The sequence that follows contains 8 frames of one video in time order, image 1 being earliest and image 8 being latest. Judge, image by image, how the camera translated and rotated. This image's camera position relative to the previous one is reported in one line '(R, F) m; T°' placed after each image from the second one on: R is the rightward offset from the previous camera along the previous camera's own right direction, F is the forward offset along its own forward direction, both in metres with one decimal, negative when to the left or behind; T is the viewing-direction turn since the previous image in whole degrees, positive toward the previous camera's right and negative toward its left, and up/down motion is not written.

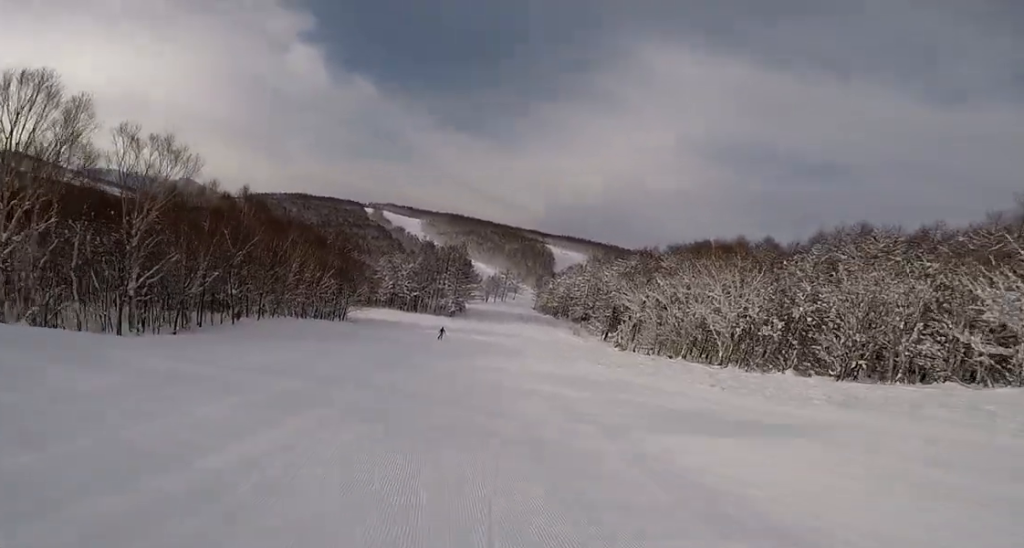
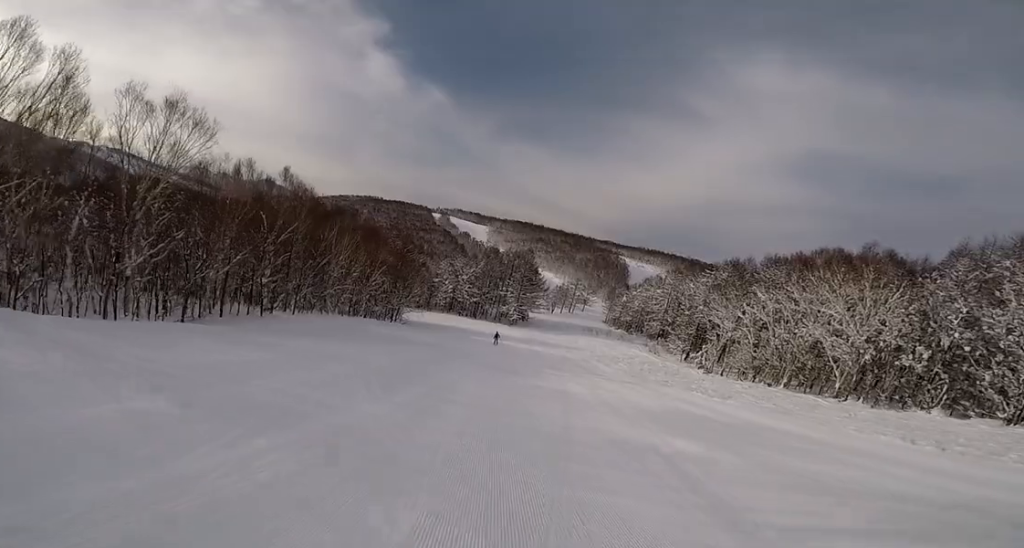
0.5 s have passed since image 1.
(0.0, +6.2) m; -3°
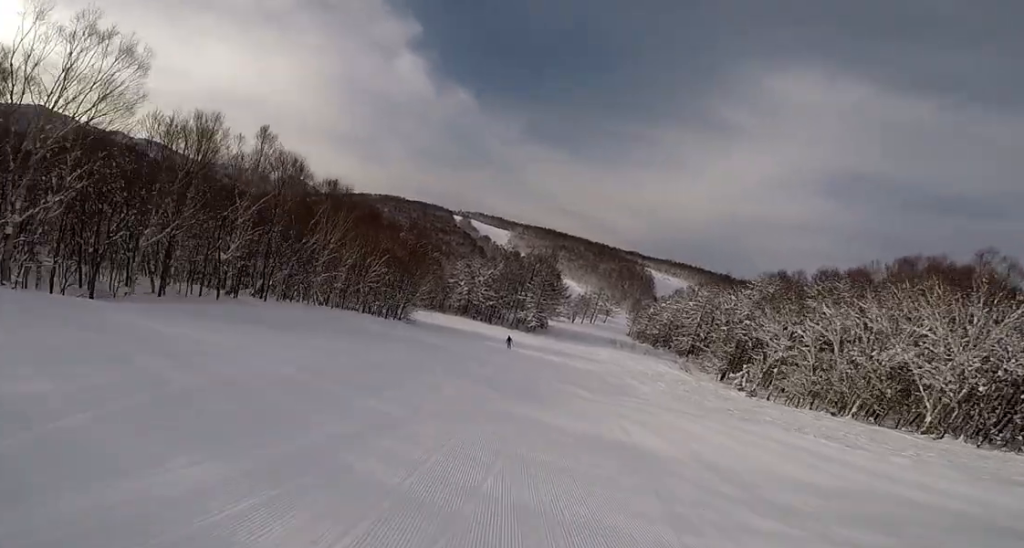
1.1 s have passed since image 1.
(-0.6, +7.5) m; -1°
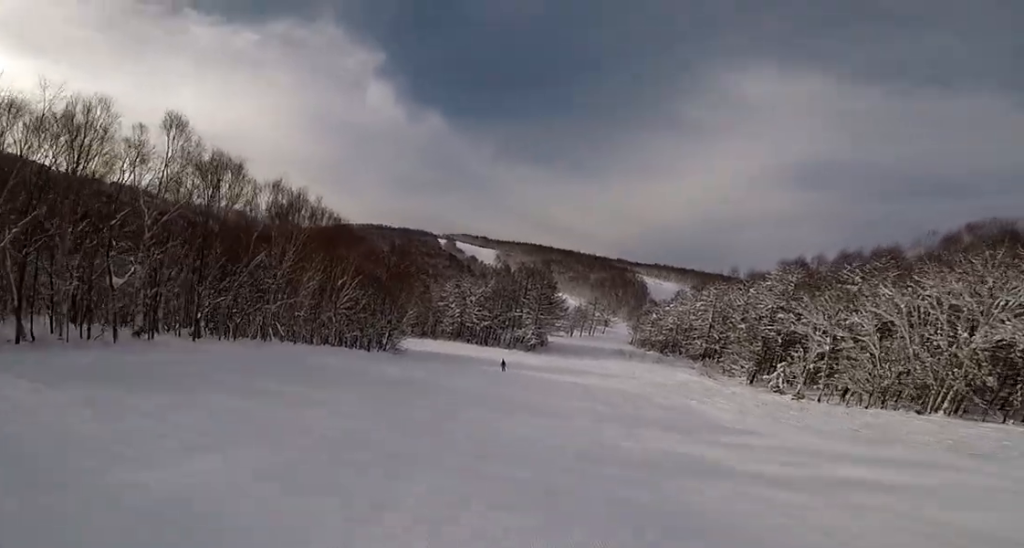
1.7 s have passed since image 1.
(-0.1, +8.4) m; +1°
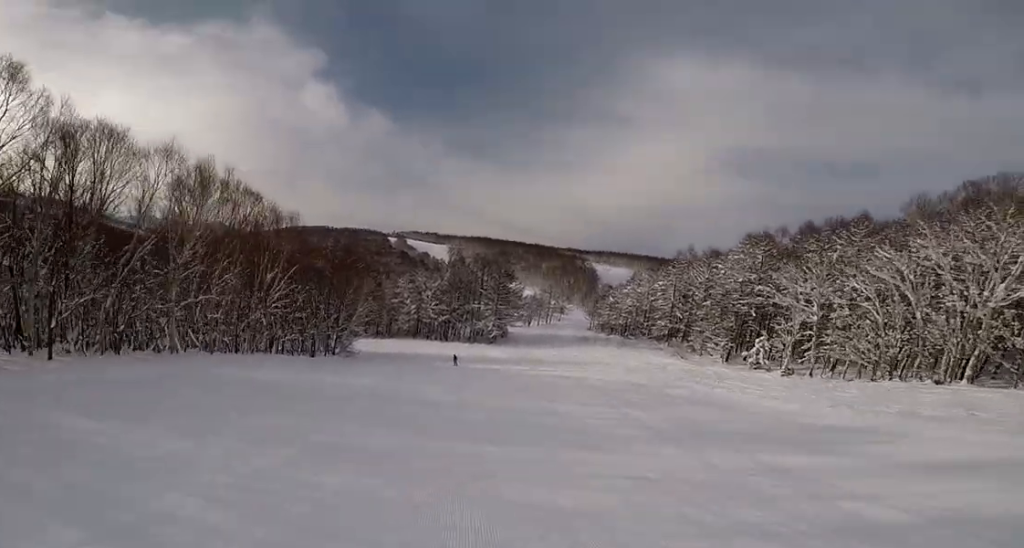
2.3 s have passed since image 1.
(+0.2, +6.6) m; +2°
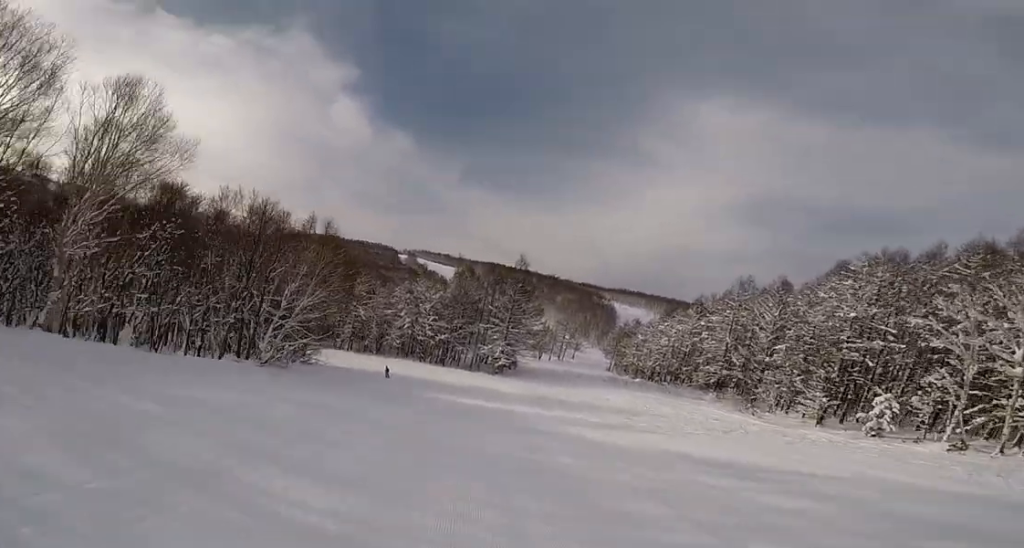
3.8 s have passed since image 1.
(+1.2, +19.0) m; +5°
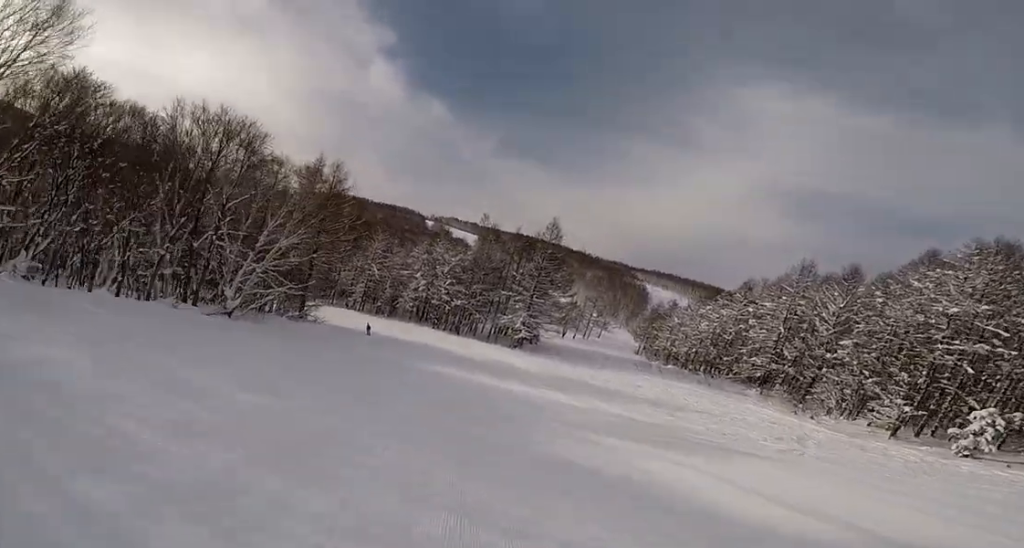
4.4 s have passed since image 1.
(+0.6, +7.7) m; -1°
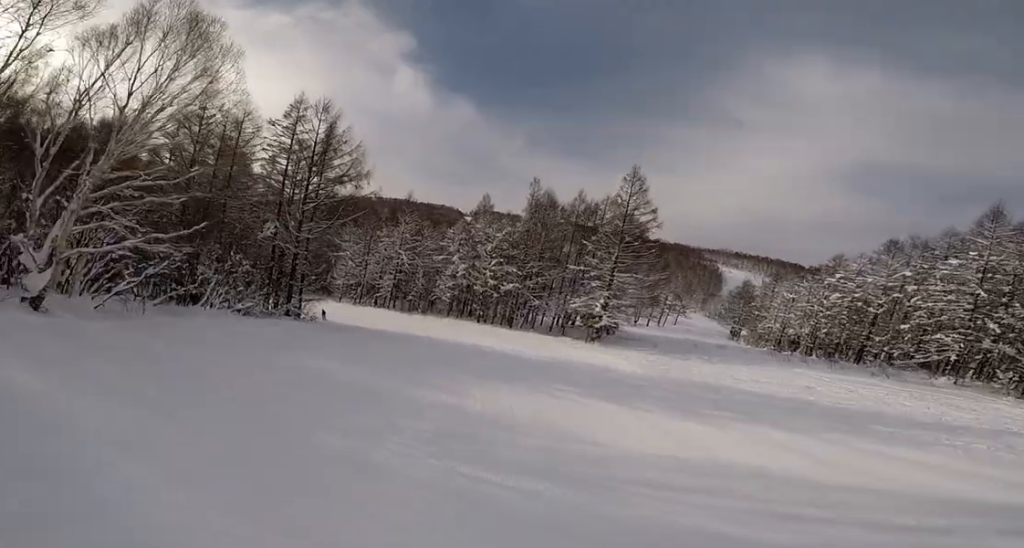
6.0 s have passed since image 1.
(-2.4, +18.5) m; -8°
